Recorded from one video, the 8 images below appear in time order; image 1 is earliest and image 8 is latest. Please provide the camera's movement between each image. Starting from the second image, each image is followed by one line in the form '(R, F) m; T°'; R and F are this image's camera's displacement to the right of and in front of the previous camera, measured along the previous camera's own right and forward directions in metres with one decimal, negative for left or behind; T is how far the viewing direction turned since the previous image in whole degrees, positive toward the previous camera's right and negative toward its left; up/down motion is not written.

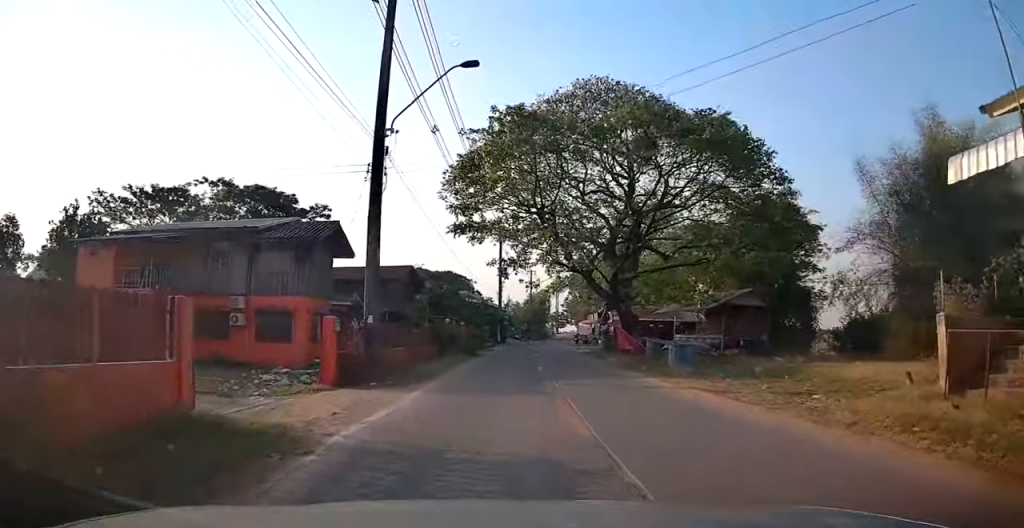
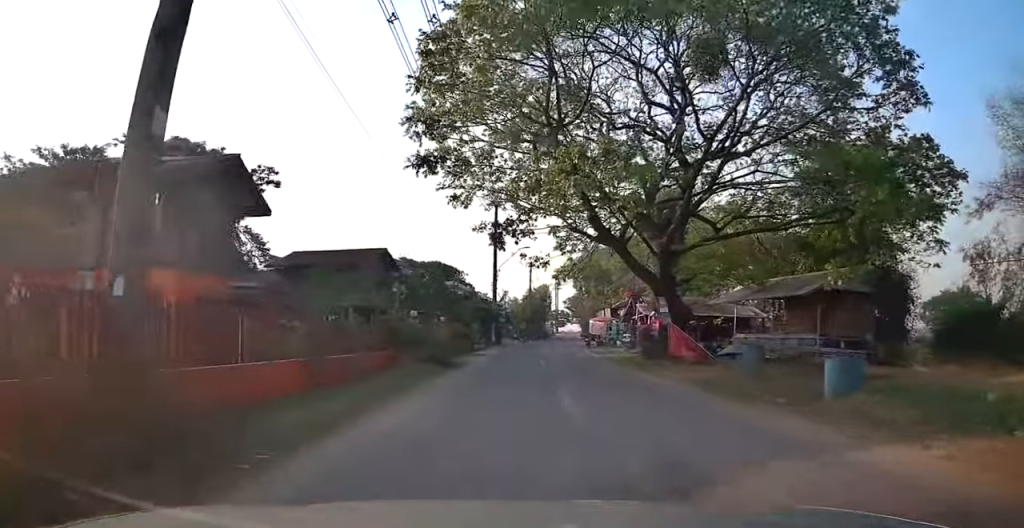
(0.0, +10.4) m; 0°
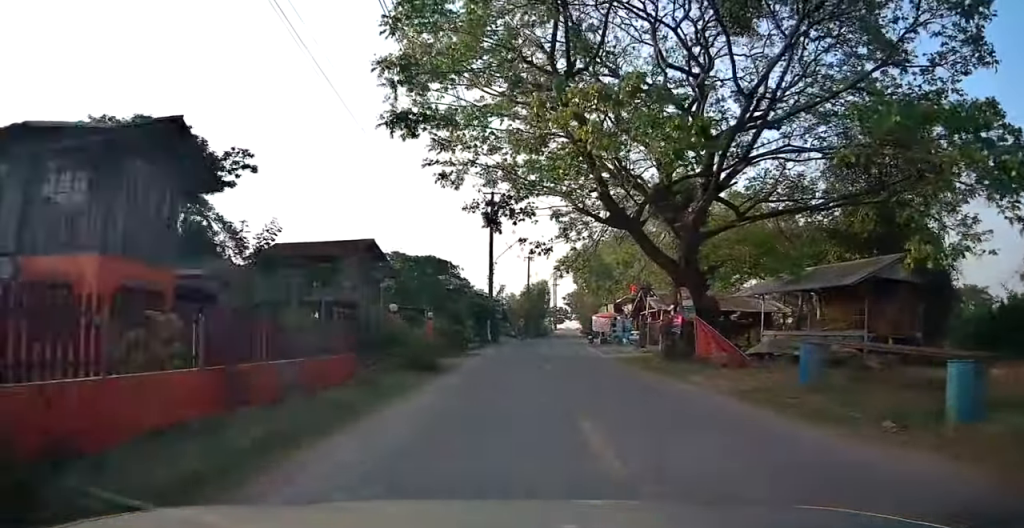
(0.0, +3.3) m; 0°
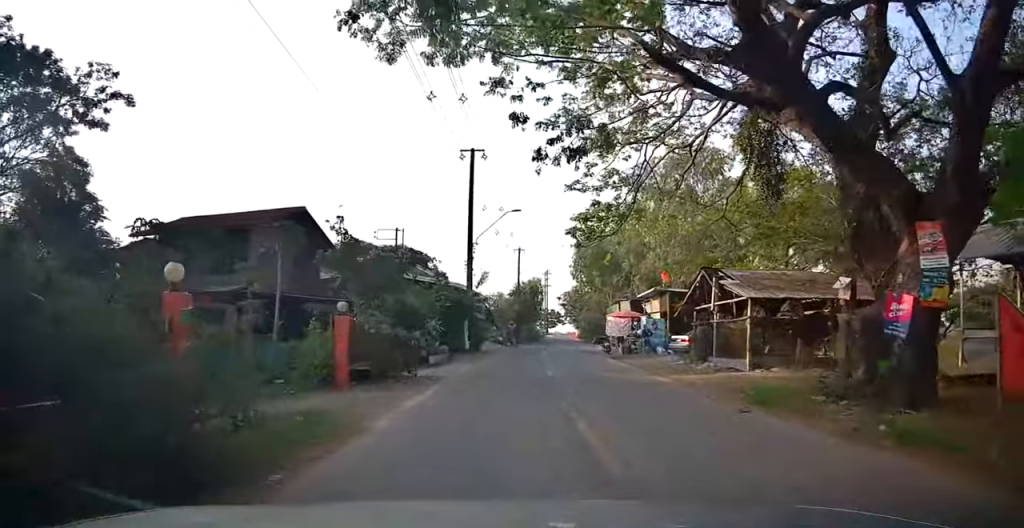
(+0.1, +12.2) m; 0°
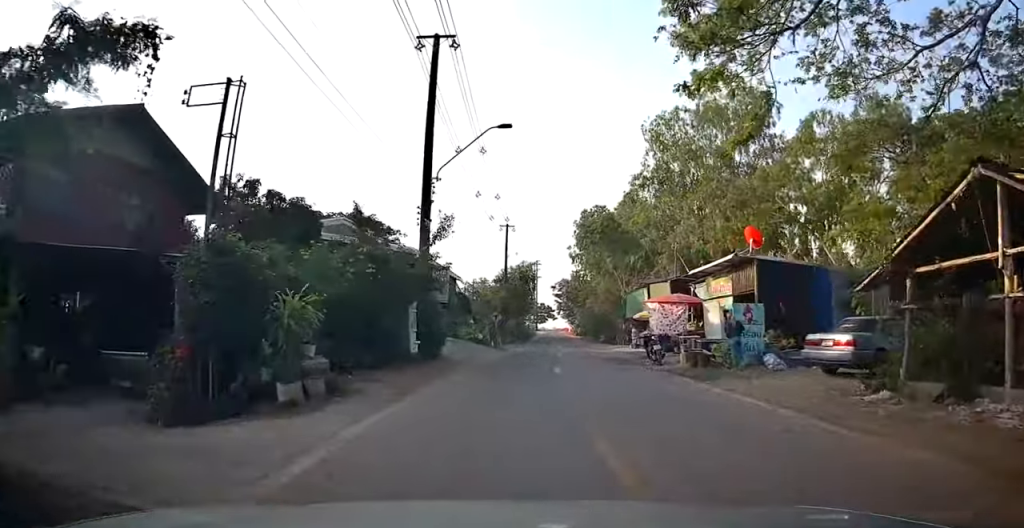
(+0.6, +13.3) m; +6°
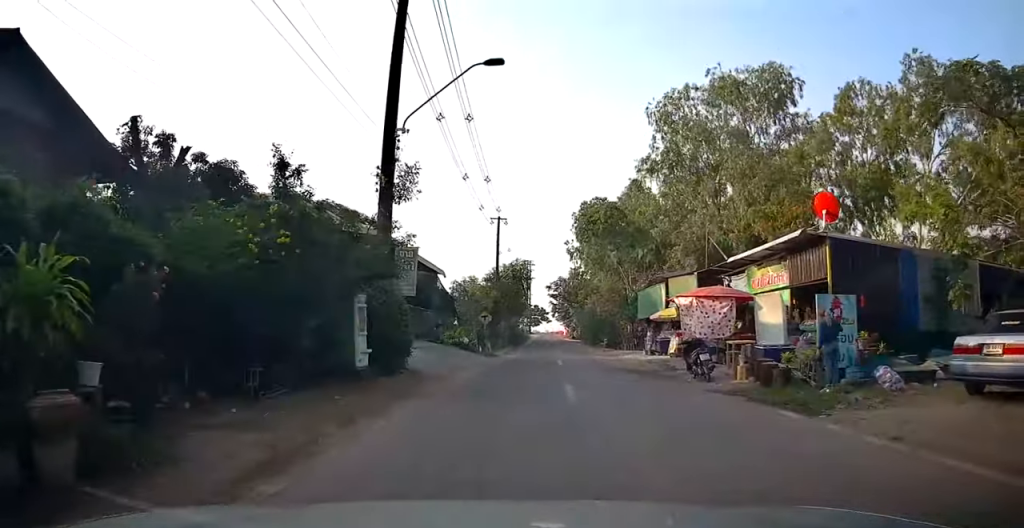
(+0.5, +5.2) m; 0°
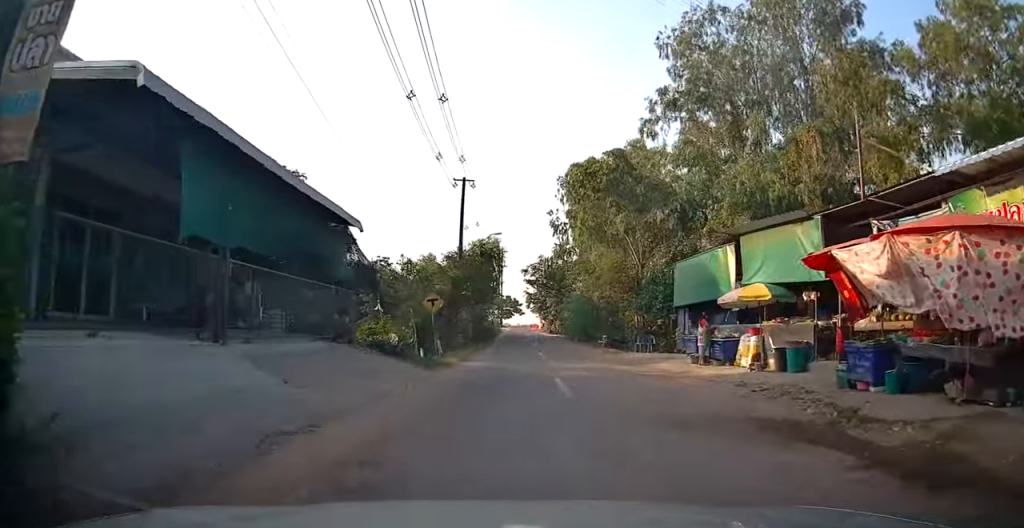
(-0.4, +11.3) m; 0°
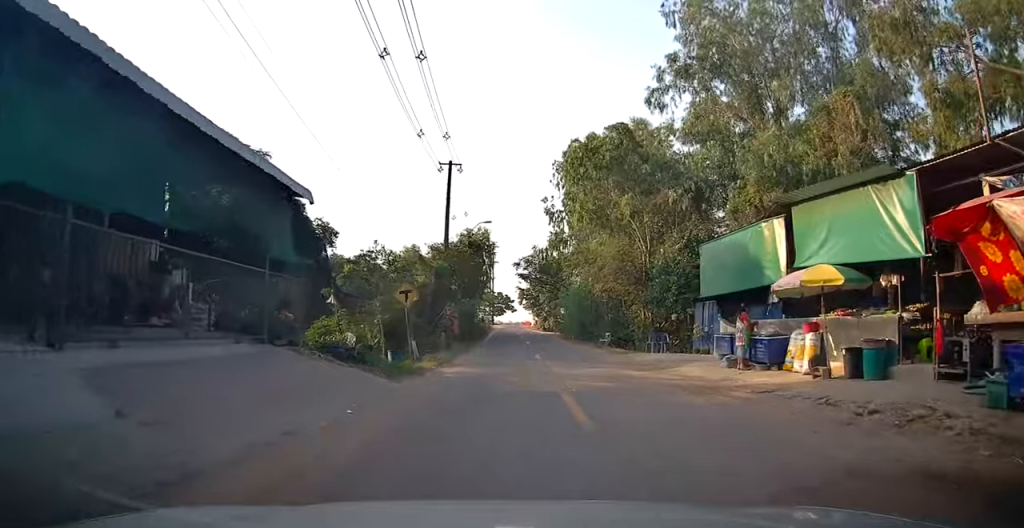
(+0.3, +3.5) m; 0°
